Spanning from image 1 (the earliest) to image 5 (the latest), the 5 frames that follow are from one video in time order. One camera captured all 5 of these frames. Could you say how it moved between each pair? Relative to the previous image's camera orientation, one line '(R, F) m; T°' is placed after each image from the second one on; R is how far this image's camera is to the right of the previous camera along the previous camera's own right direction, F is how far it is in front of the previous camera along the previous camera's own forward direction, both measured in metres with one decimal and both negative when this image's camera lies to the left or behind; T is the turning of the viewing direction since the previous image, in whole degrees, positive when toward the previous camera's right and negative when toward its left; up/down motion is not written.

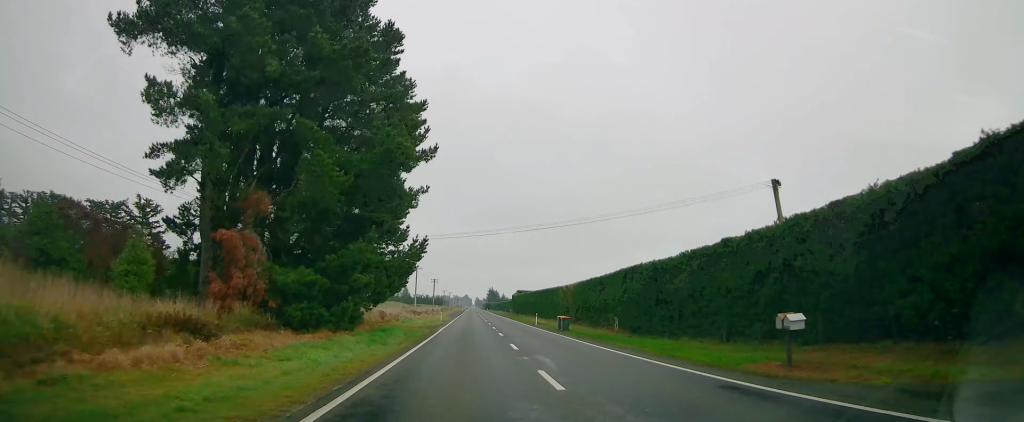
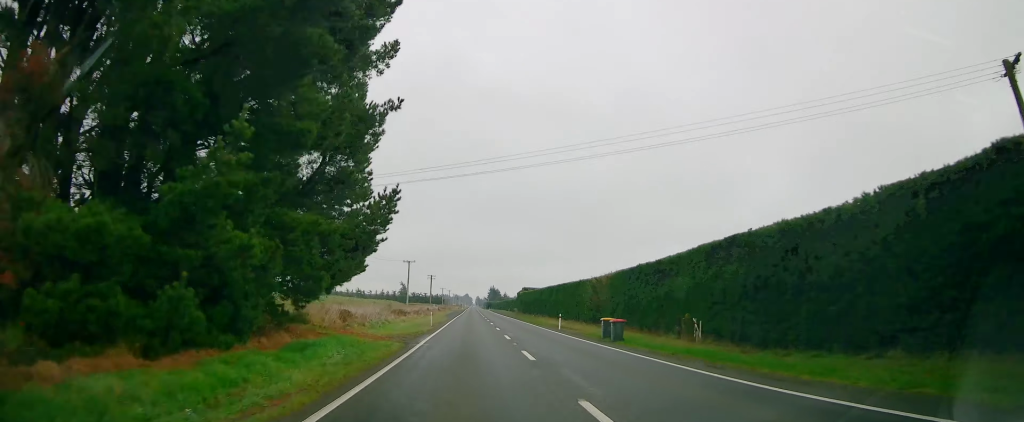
(0.0, +14.5) m; 0°
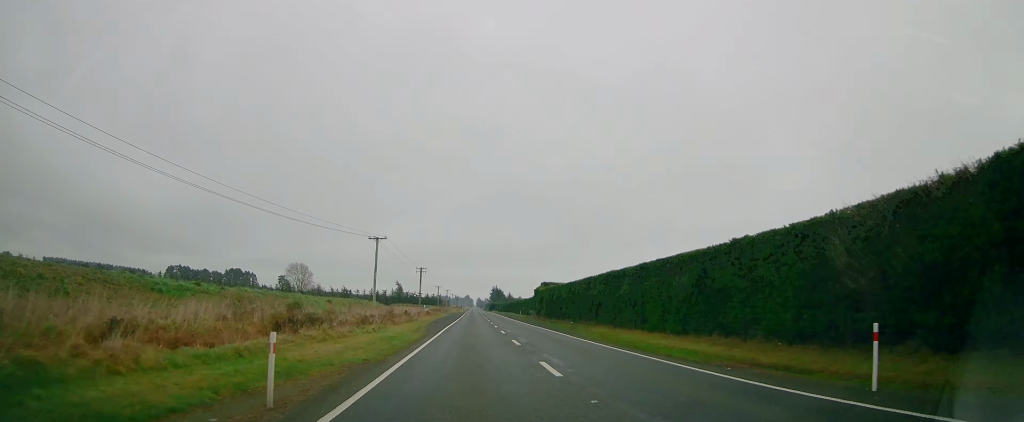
(-0.5, +34.1) m; 0°
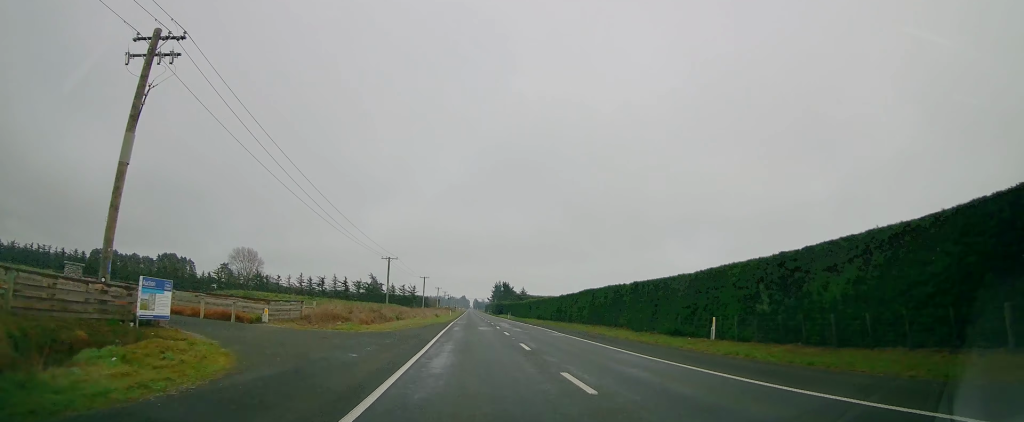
(+0.5, +99.5) m; +1°
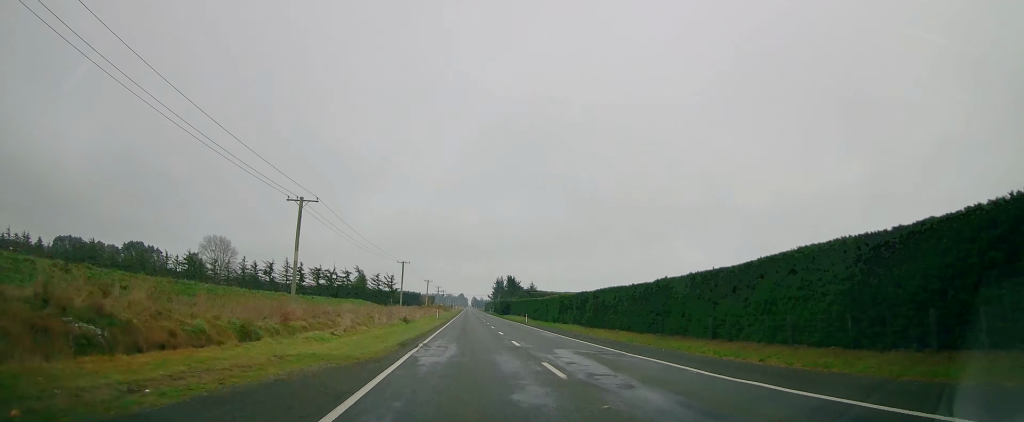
(0.0, +38.2) m; +1°
